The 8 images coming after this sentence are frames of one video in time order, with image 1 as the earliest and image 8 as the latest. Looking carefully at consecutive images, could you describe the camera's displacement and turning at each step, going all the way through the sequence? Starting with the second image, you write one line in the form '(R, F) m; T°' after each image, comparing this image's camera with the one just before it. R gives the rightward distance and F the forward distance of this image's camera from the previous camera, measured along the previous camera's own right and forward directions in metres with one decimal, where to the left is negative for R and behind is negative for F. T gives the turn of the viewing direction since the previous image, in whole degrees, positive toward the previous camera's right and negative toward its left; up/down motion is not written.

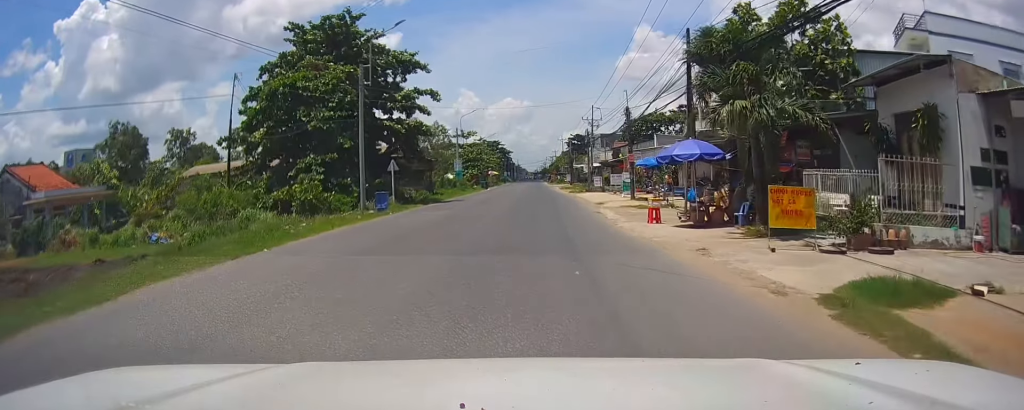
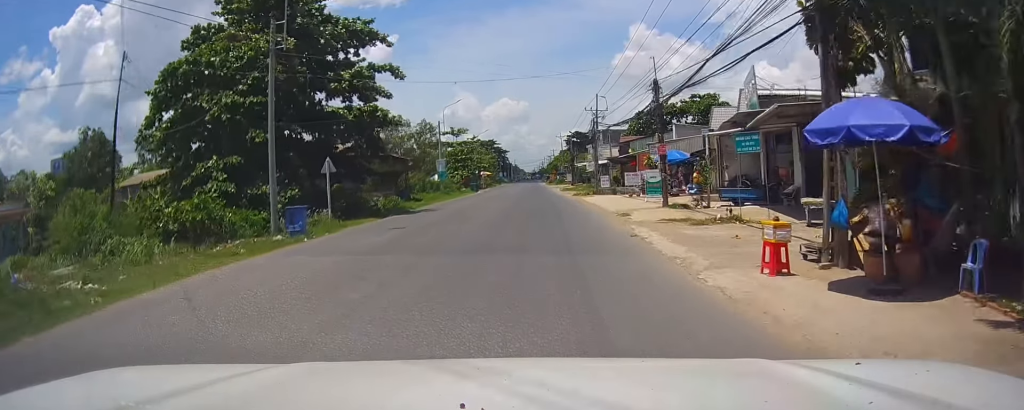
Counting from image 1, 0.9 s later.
(-0.1, +10.3) m; 0°
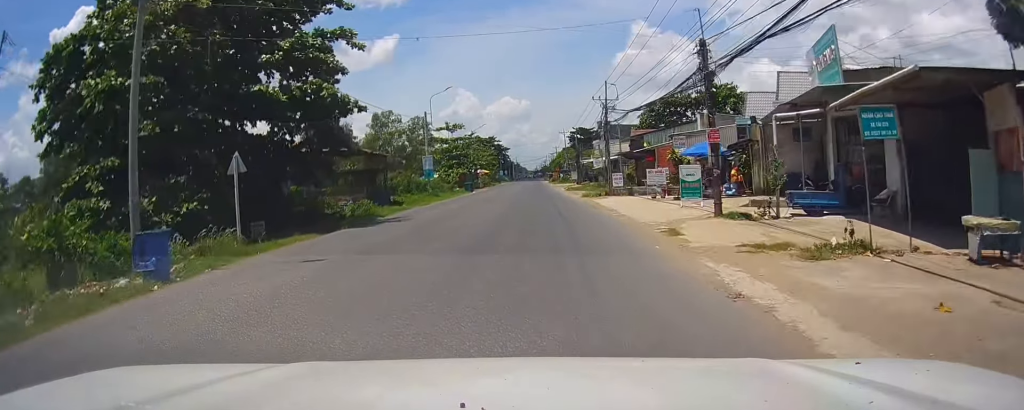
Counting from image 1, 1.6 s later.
(0.0, +7.9) m; 0°
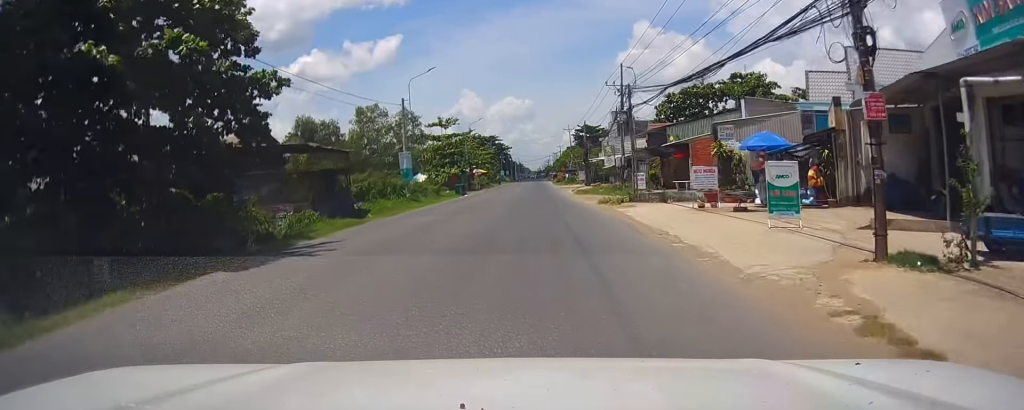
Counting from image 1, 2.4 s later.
(+0.1, +9.6) m; -1°
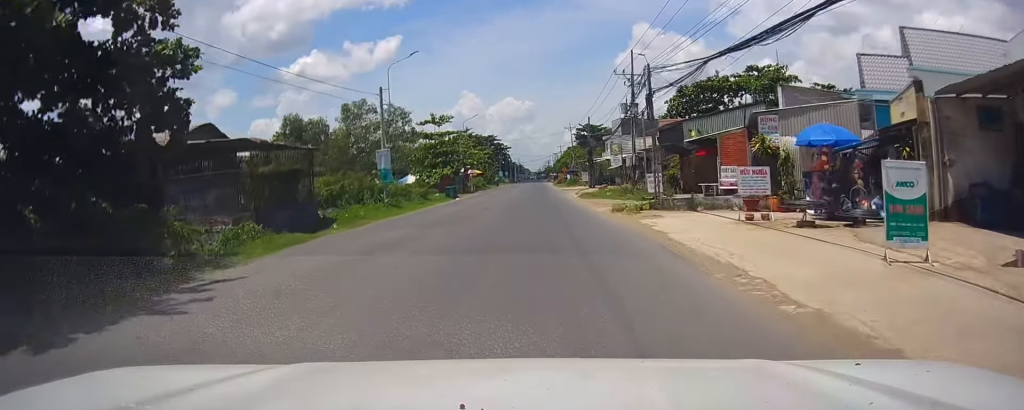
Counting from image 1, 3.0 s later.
(-0.2, +6.2) m; -1°
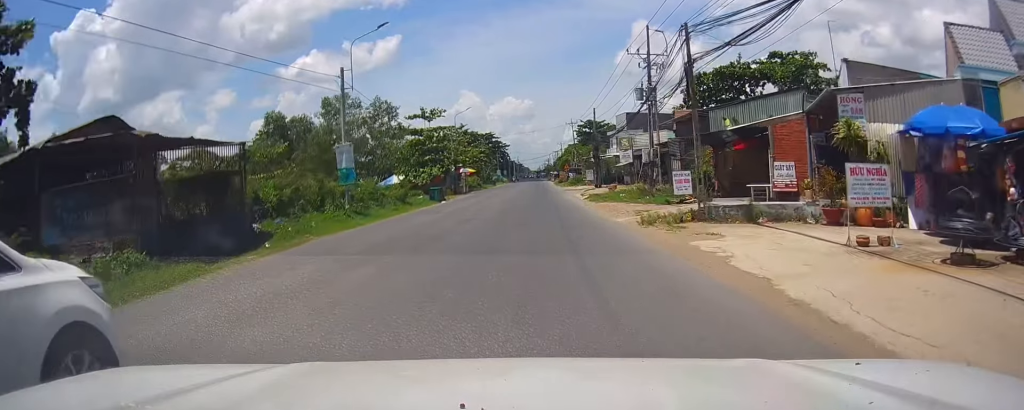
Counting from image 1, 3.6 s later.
(-0.1, +7.0) m; 0°
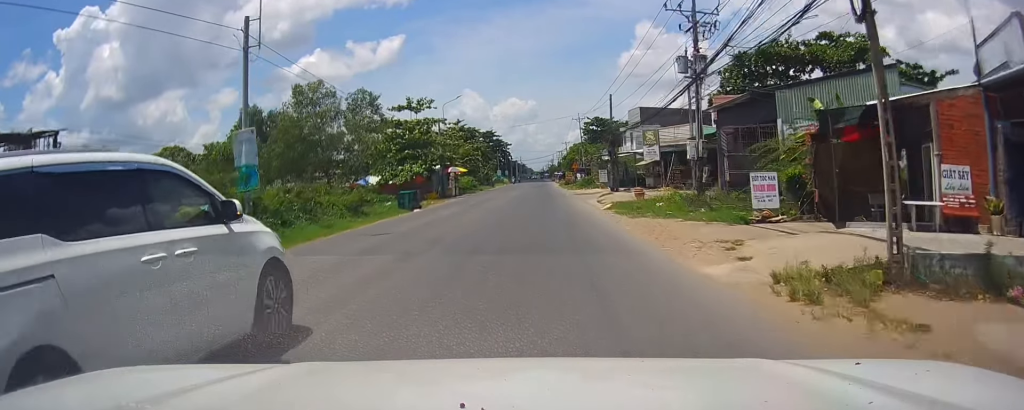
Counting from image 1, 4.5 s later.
(+0.1, +10.5) m; +1°
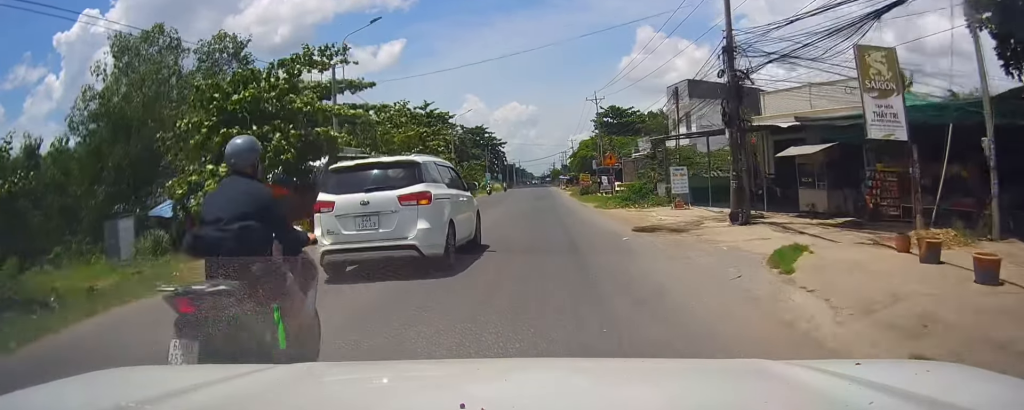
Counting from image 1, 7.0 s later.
(-0.6, +30.8) m; -2°
